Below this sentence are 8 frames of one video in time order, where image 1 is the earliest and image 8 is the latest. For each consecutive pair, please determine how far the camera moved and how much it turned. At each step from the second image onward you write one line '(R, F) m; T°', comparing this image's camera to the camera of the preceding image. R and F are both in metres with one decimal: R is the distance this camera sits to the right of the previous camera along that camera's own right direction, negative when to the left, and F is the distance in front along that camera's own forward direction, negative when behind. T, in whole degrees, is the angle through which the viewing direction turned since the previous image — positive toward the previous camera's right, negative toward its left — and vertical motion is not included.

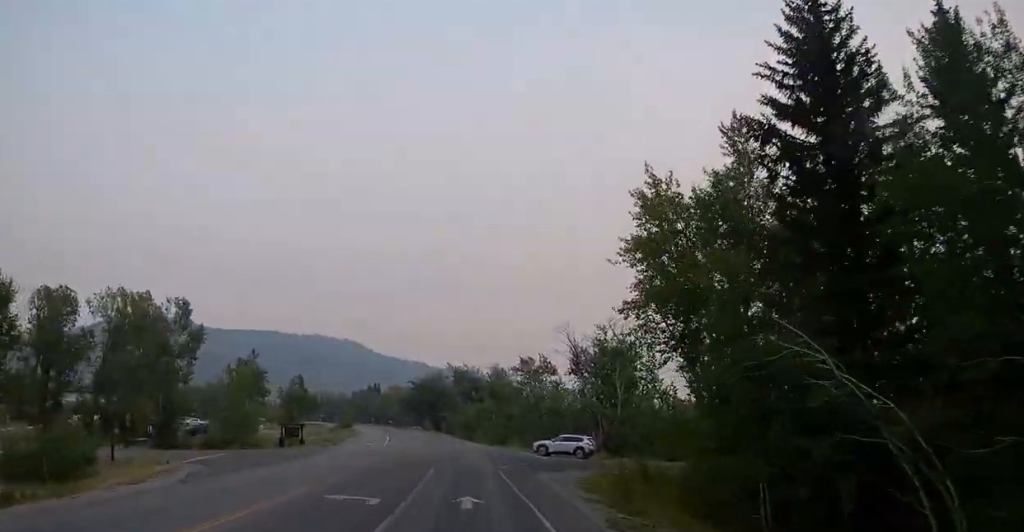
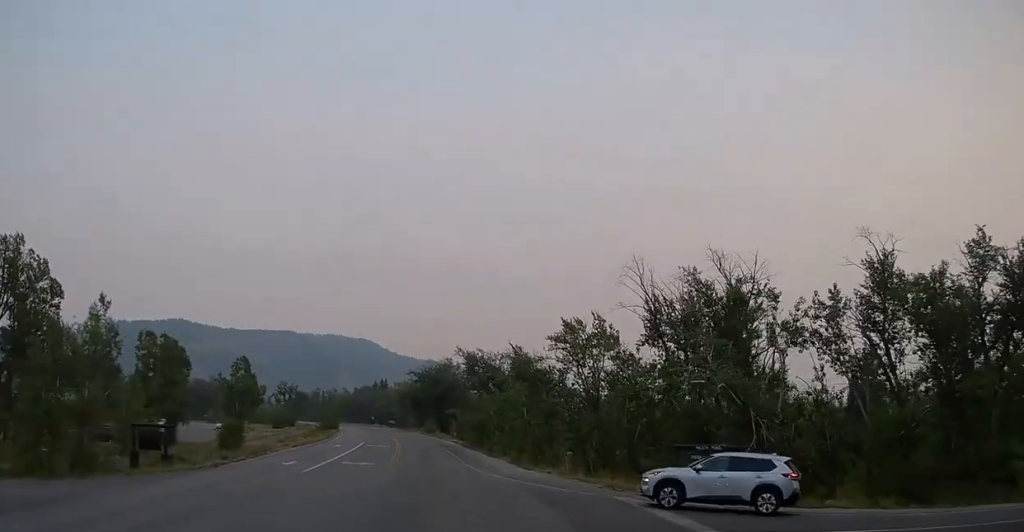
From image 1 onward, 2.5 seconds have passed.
(-0.8, +31.0) m; -3°
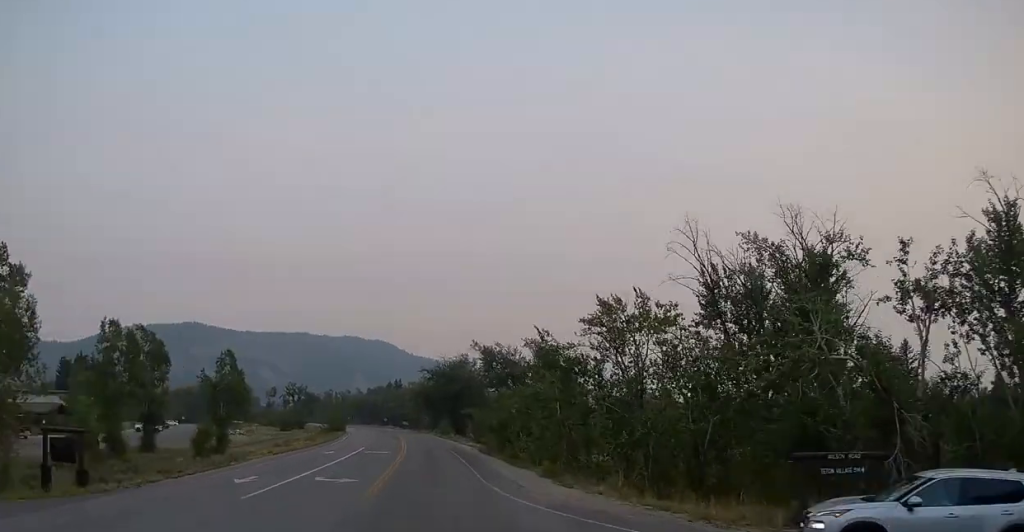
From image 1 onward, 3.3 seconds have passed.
(+0.2, +9.6) m; -1°
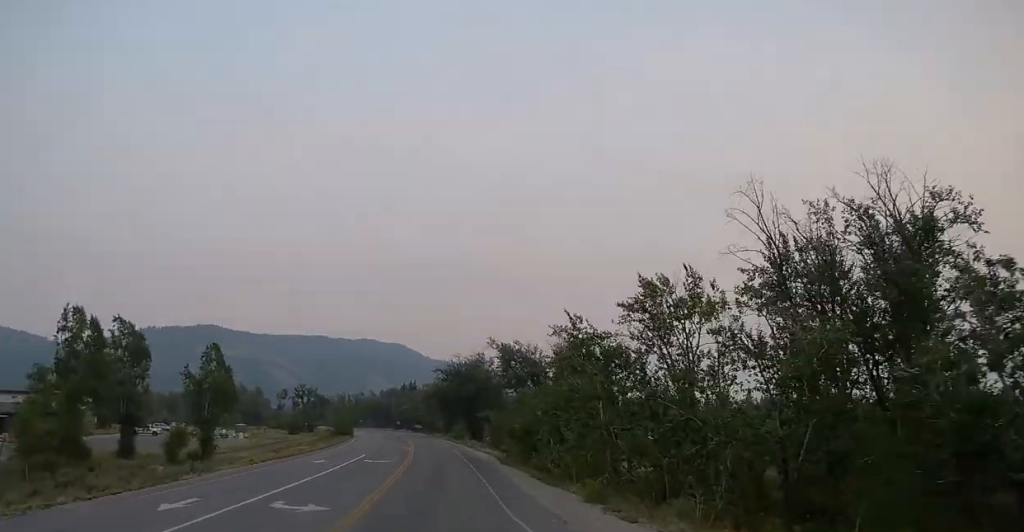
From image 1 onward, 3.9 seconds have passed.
(-0.3, +7.9) m; -1°
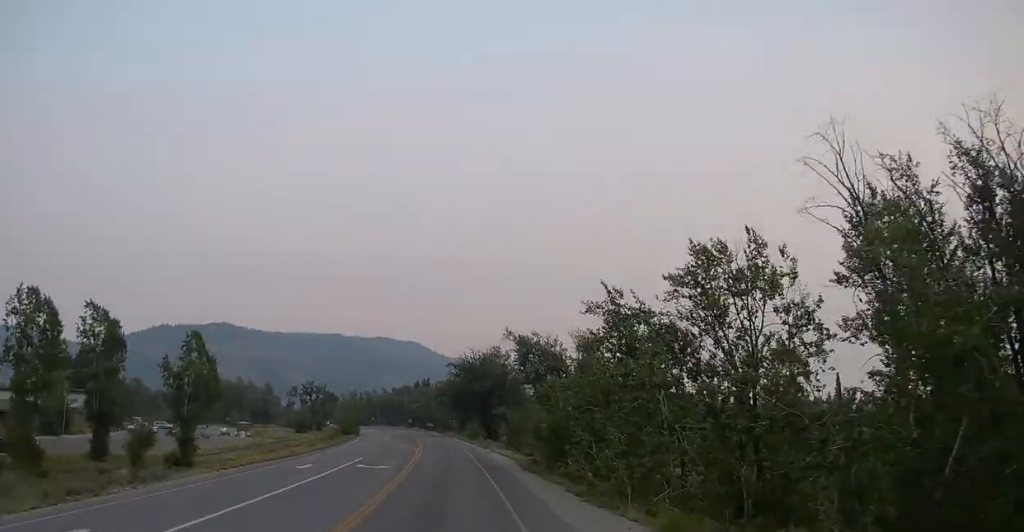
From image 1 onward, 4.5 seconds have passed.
(-0.2, +7.3) m; -1°
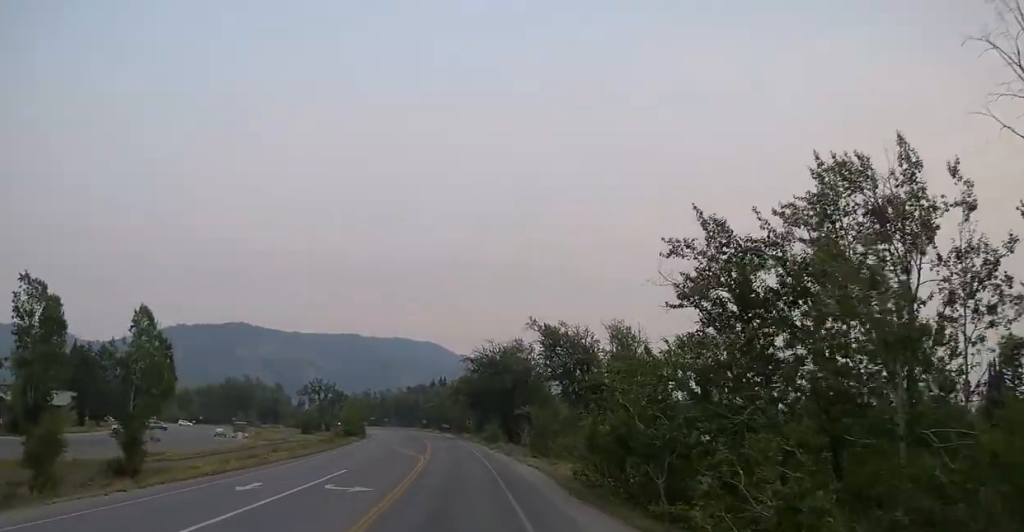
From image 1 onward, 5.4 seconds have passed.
(+0.1, +10.9) m; -1°
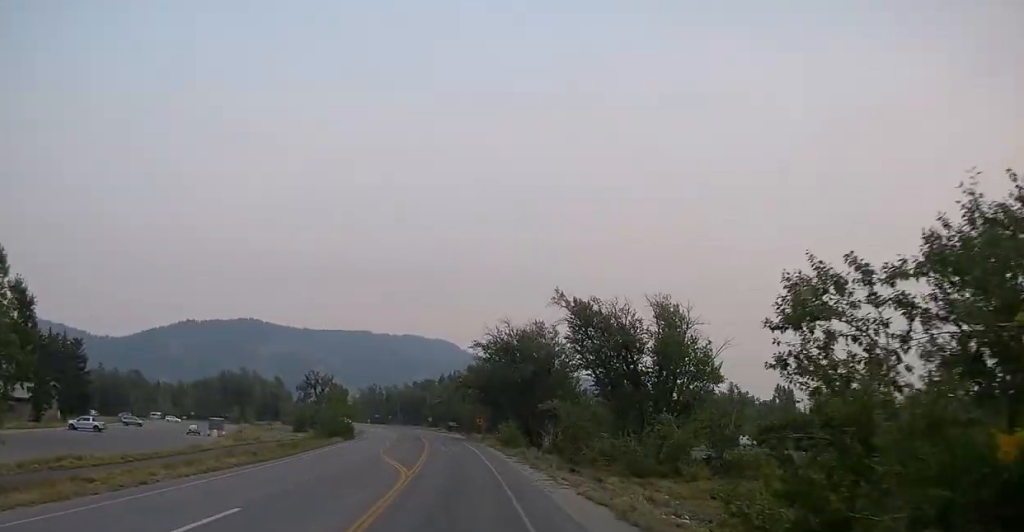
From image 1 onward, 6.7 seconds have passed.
(-0.3, +15.1) m; -3°
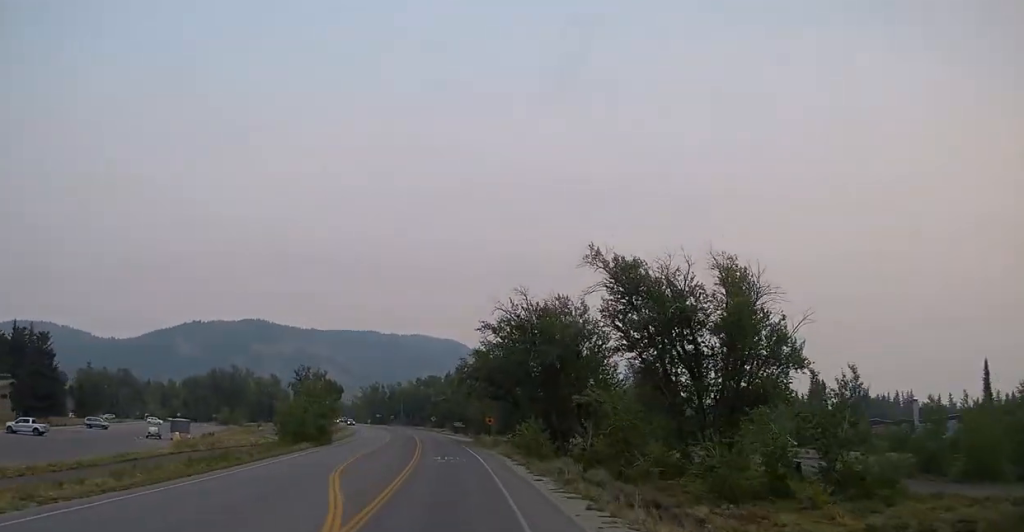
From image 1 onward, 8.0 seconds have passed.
(-0.4, +15.6) m; -1°
